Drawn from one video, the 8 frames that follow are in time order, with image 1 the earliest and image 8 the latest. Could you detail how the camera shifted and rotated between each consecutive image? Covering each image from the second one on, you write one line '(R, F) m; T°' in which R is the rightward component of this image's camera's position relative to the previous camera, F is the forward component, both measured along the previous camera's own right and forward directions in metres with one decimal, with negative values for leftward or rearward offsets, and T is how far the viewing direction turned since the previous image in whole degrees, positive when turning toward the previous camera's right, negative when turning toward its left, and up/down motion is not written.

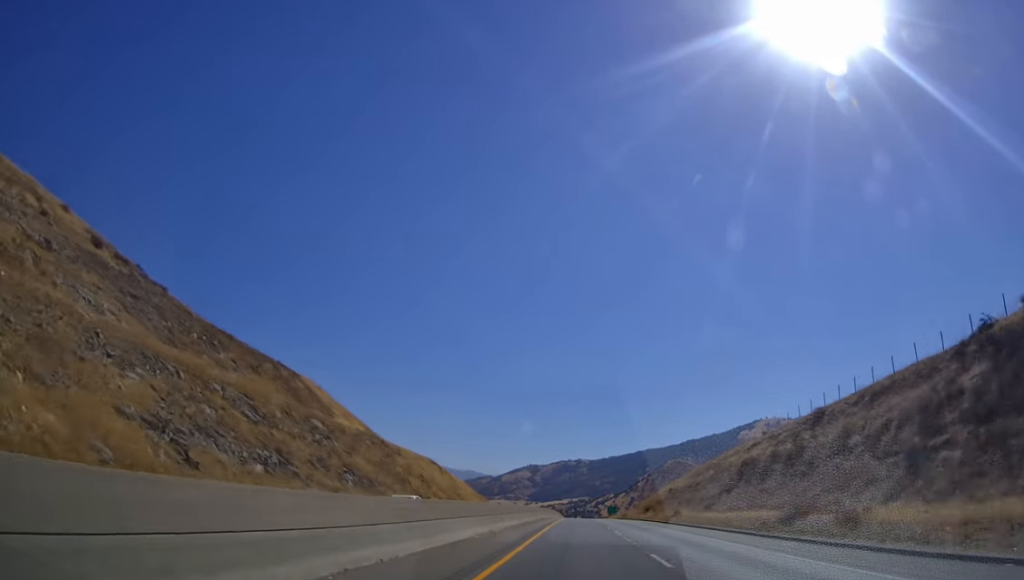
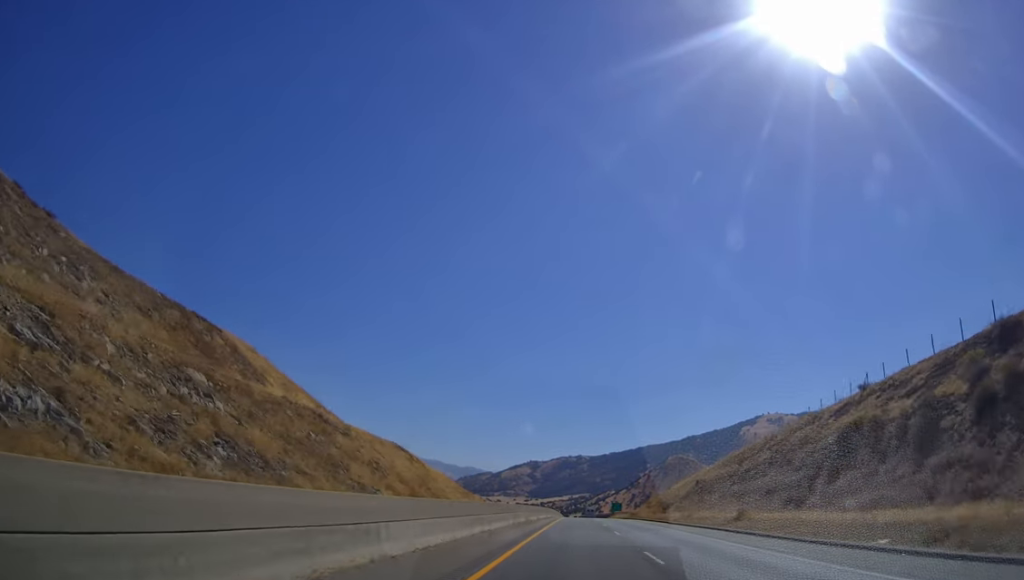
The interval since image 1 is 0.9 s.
(0.0, +28.5) m; 0°
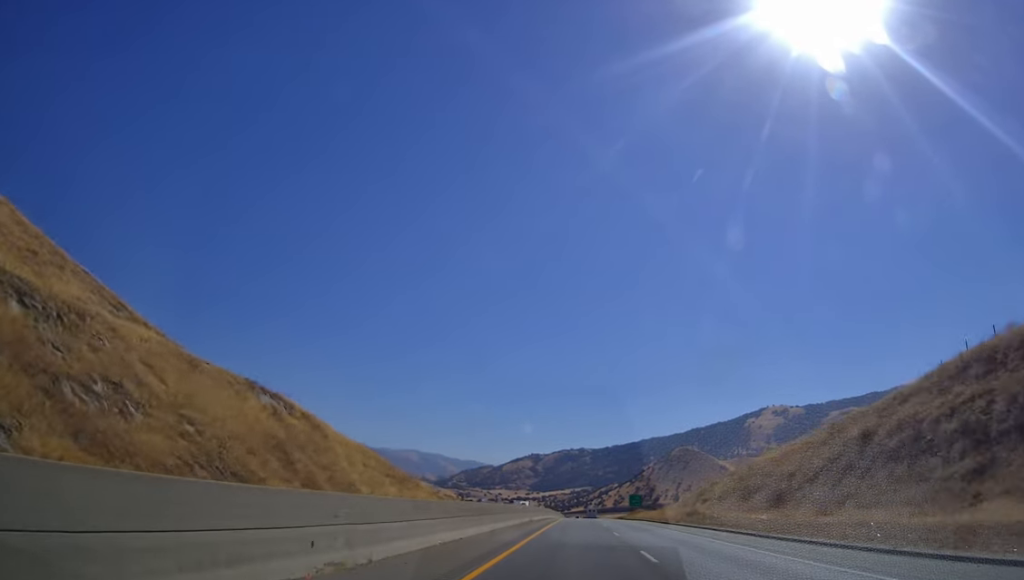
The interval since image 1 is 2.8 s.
(-0.1, +57.0) m; 0°
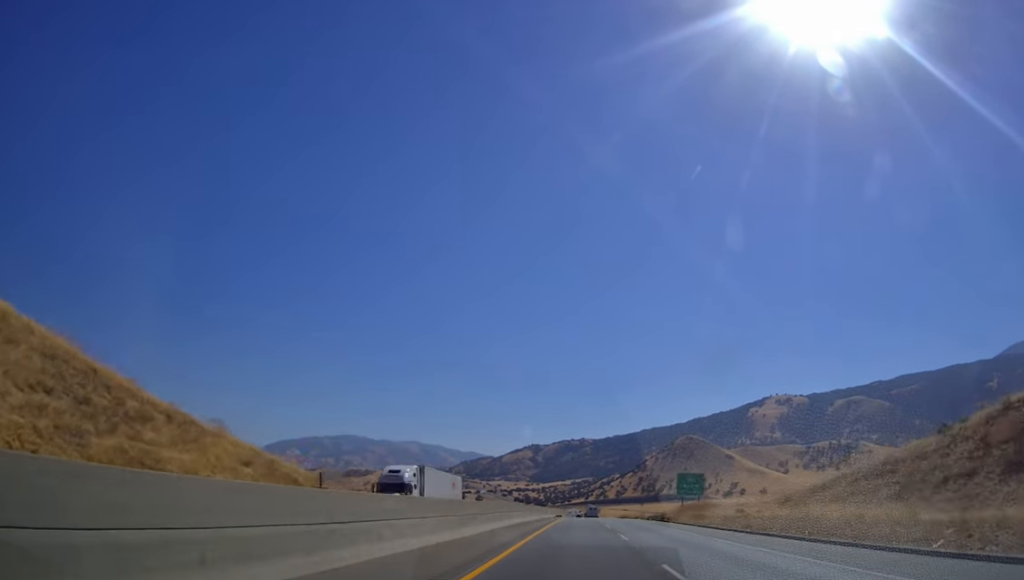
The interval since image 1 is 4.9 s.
(-0.1, +63.1) m; 0°
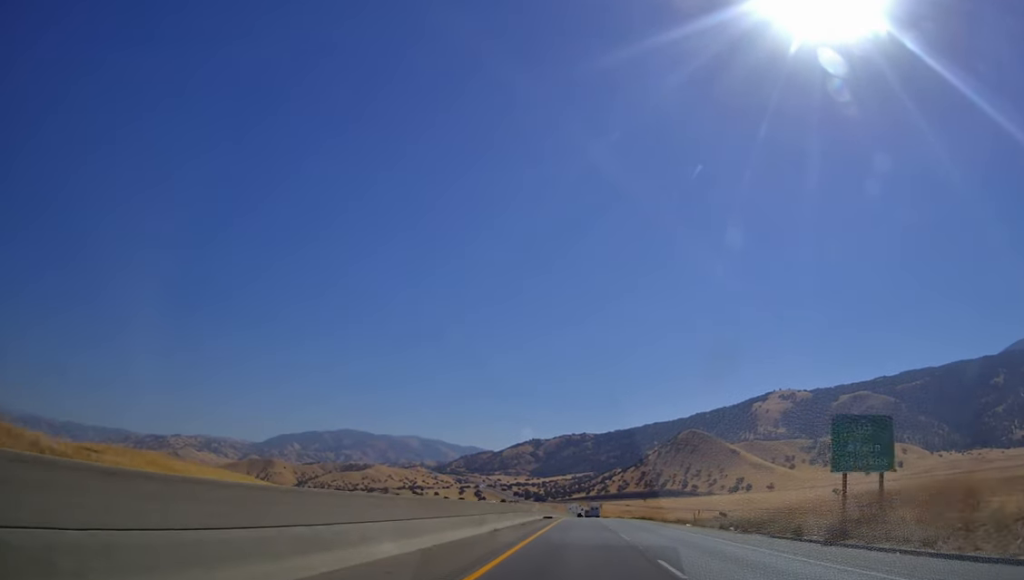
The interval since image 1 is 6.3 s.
(+0.1, +42.7) m; 0°
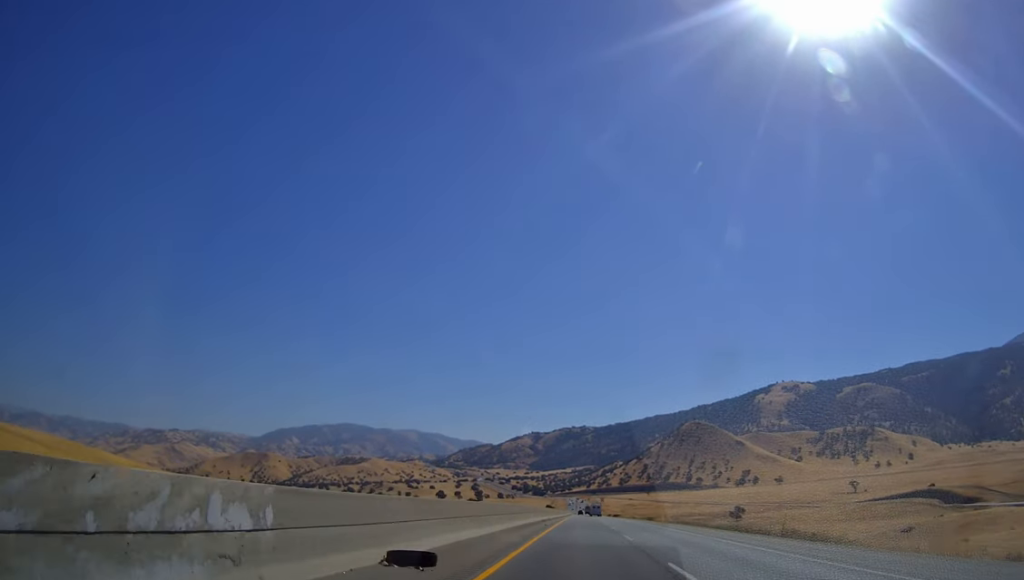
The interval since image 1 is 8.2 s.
(0.0, +59.1) m; 0°
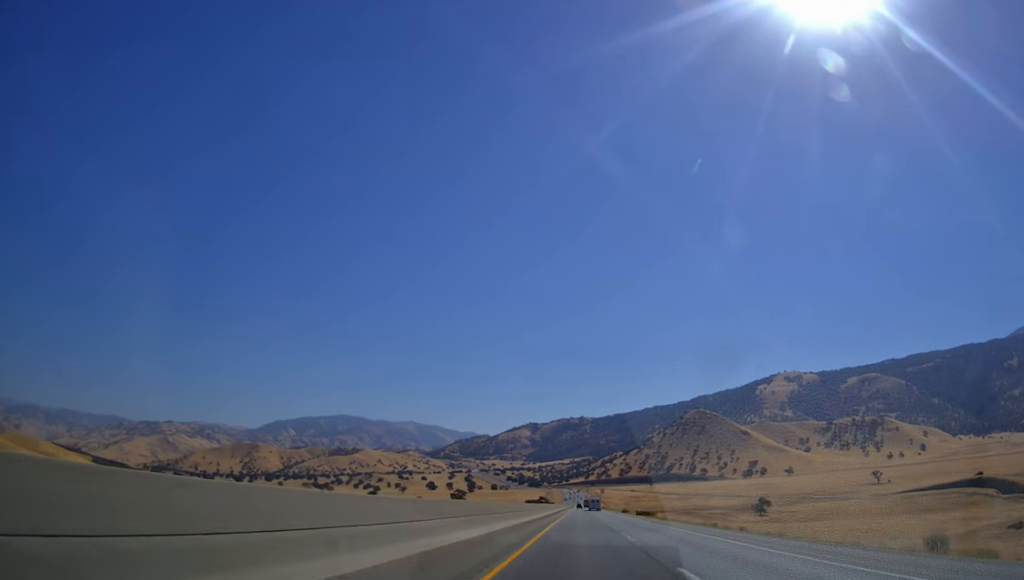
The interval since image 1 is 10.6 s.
(-0.2, +74.0) m; 0°
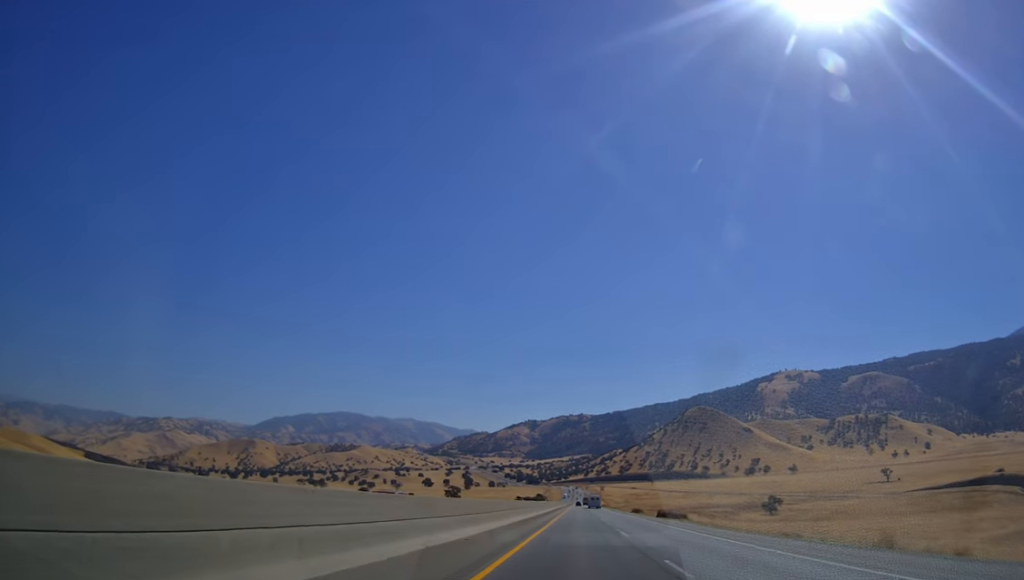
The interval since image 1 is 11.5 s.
(+0.3, +26.9) m; 0°
